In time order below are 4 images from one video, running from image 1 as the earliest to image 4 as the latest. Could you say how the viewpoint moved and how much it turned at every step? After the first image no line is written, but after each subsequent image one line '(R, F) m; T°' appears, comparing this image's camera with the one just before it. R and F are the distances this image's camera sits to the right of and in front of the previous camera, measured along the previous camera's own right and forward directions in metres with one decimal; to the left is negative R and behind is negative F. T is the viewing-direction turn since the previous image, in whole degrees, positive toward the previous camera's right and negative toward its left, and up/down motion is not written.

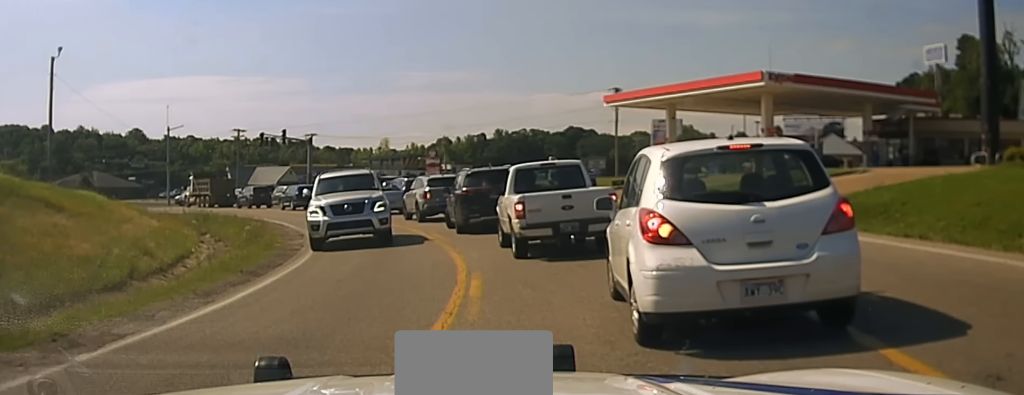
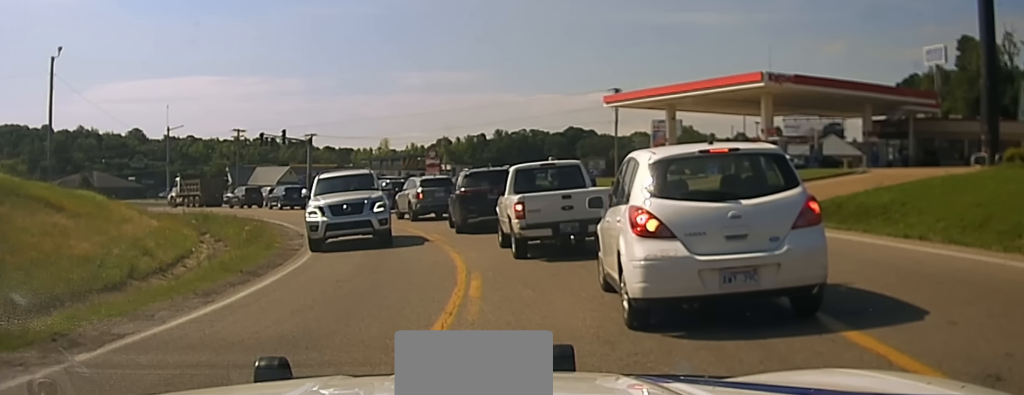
(-0.1, 0.0) m; 0°
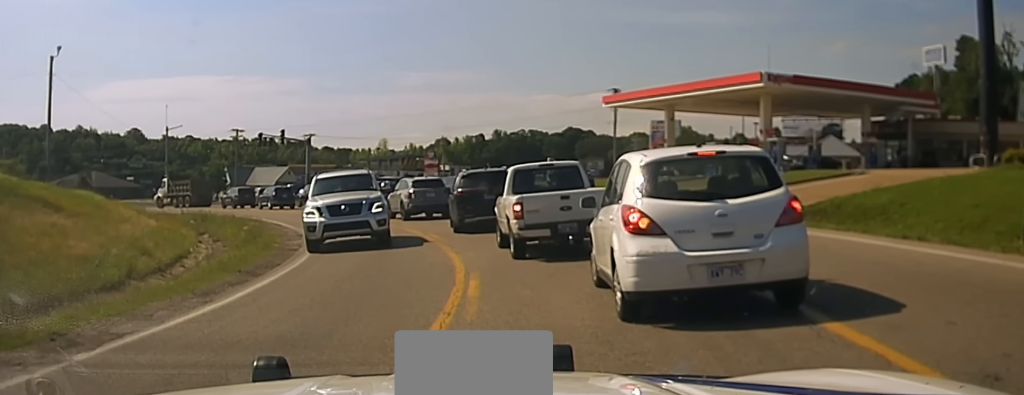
(-0.1, +0.1) m; 0°
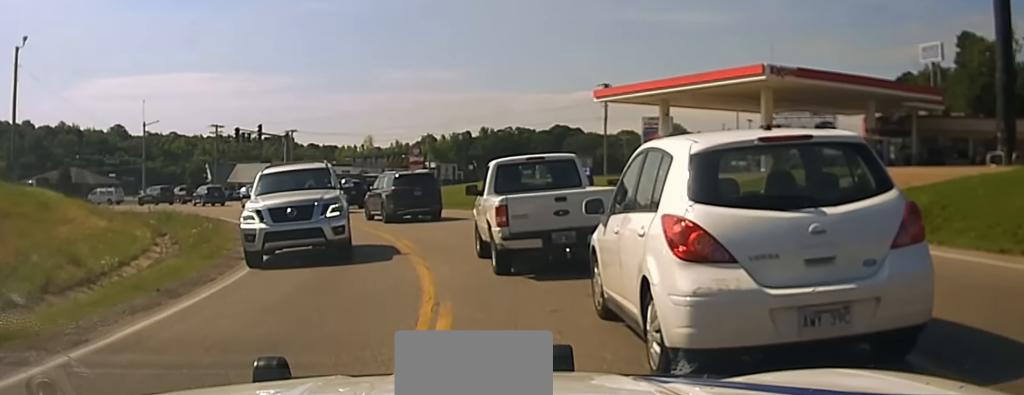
(+0.1, +3.1) m; -4°
